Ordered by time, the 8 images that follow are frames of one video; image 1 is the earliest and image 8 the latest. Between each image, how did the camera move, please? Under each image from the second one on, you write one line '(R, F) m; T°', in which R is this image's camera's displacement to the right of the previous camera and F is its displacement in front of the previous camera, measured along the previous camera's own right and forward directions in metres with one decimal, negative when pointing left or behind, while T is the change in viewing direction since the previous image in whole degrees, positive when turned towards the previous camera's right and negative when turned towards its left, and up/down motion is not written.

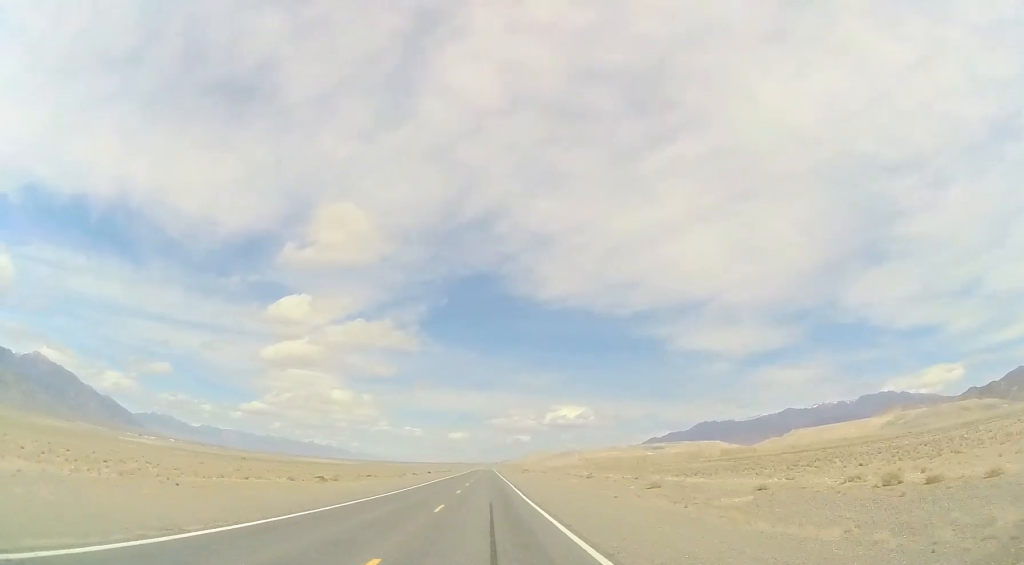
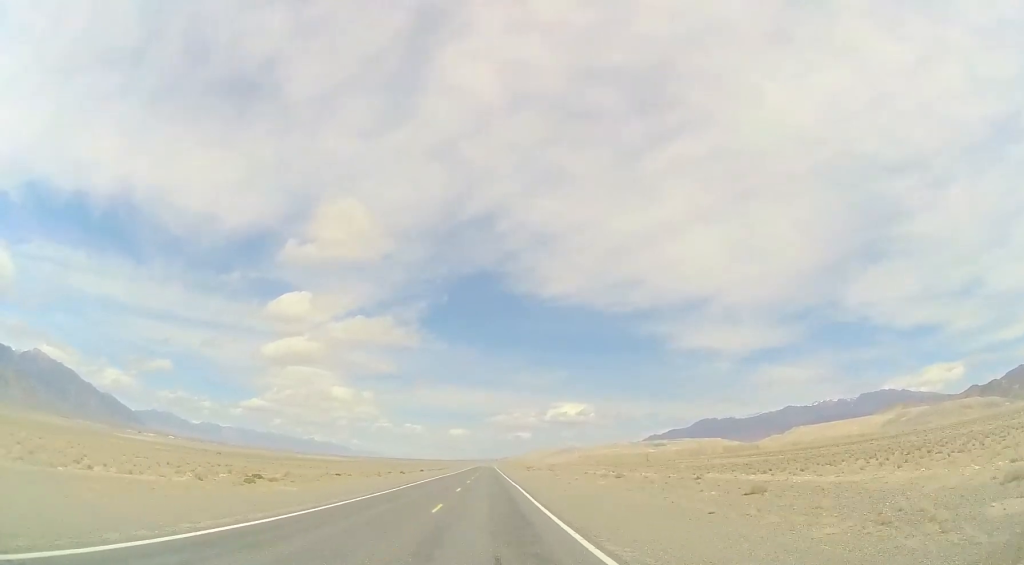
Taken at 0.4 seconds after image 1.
(0.0, +15.0) m; 0°
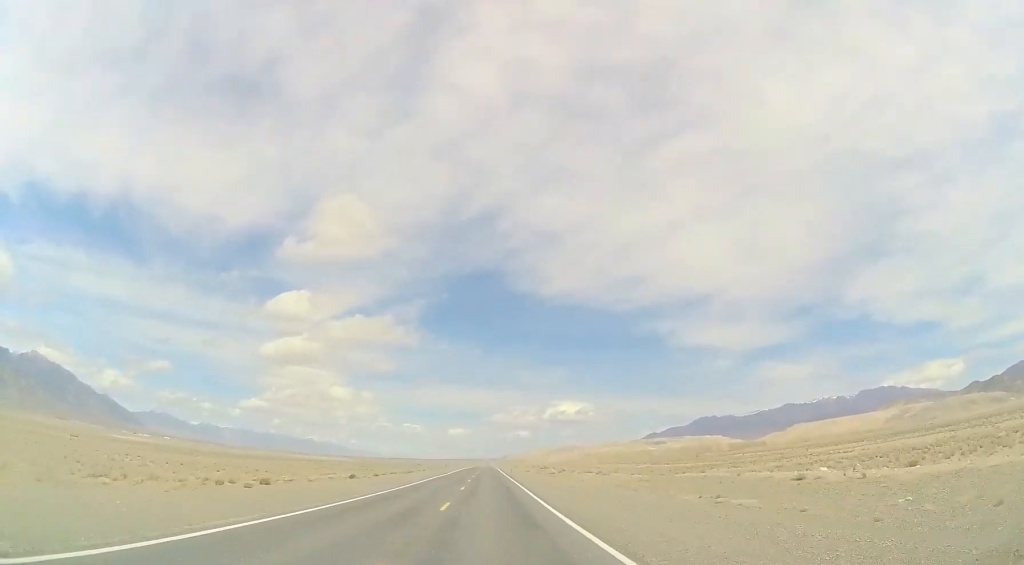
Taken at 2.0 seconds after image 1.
(-0.2, +54.1) m; 0°
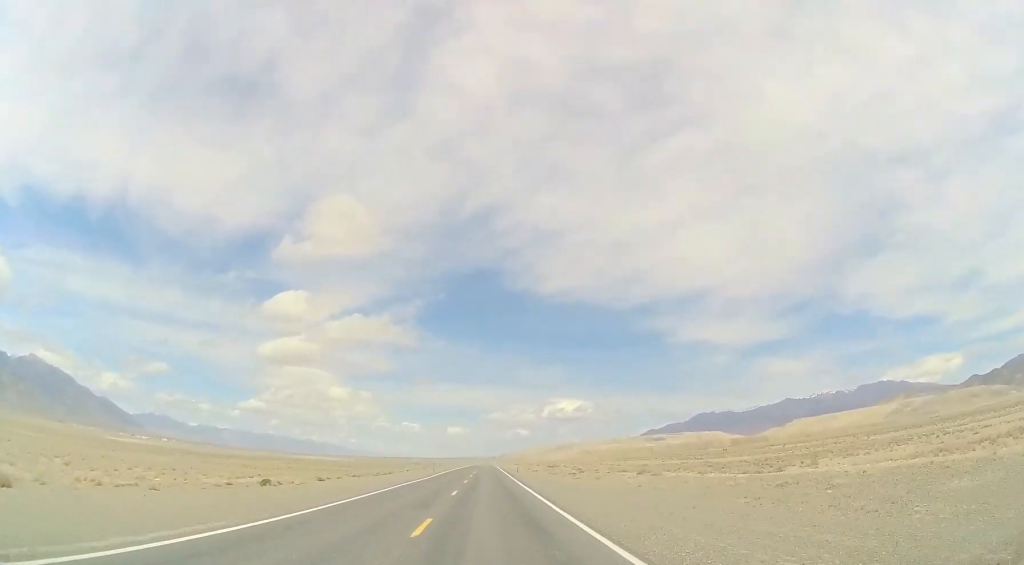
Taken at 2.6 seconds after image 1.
(+0.1, +20.7) m; 0°
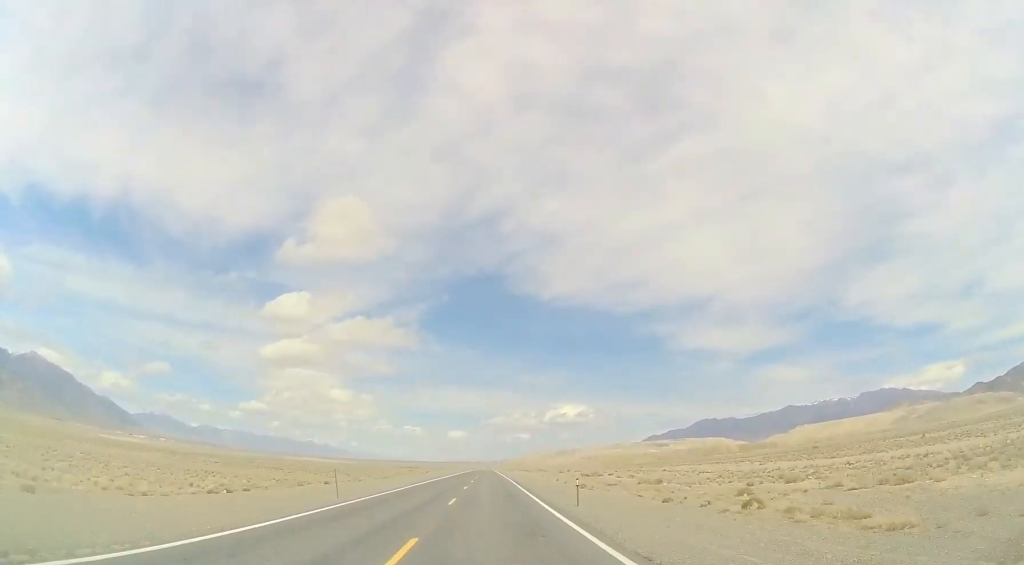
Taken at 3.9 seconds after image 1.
(-0.1, +44.0) m; +1°
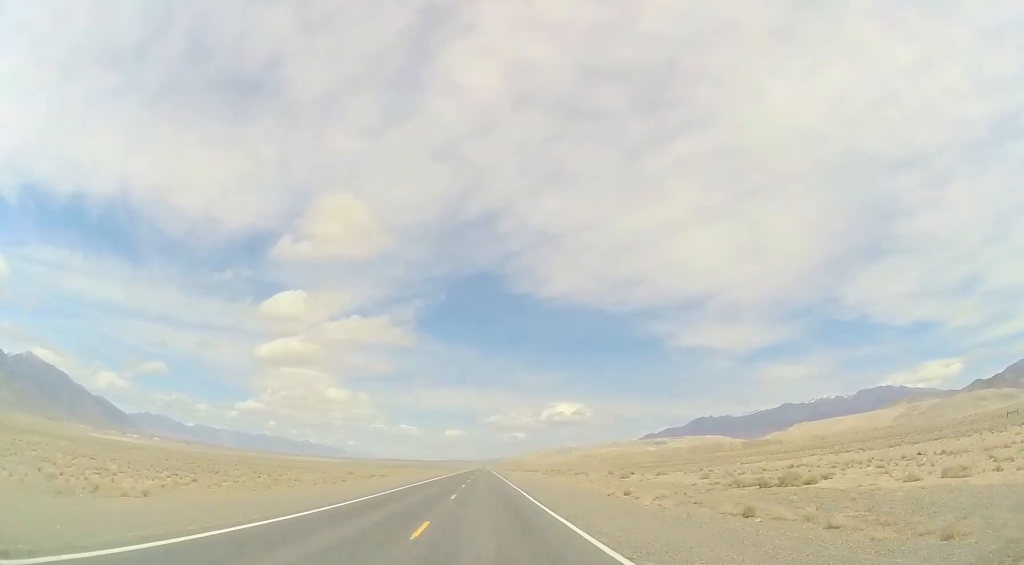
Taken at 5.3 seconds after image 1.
(+0.2, +51.2) m; 0°
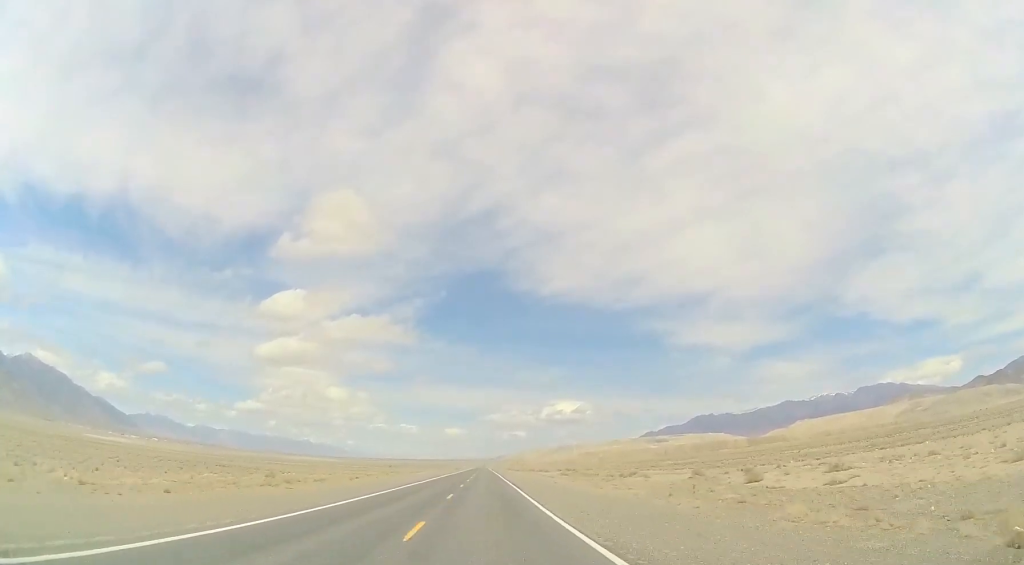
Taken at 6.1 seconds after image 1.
(-0.2, +27.9) m; 0°
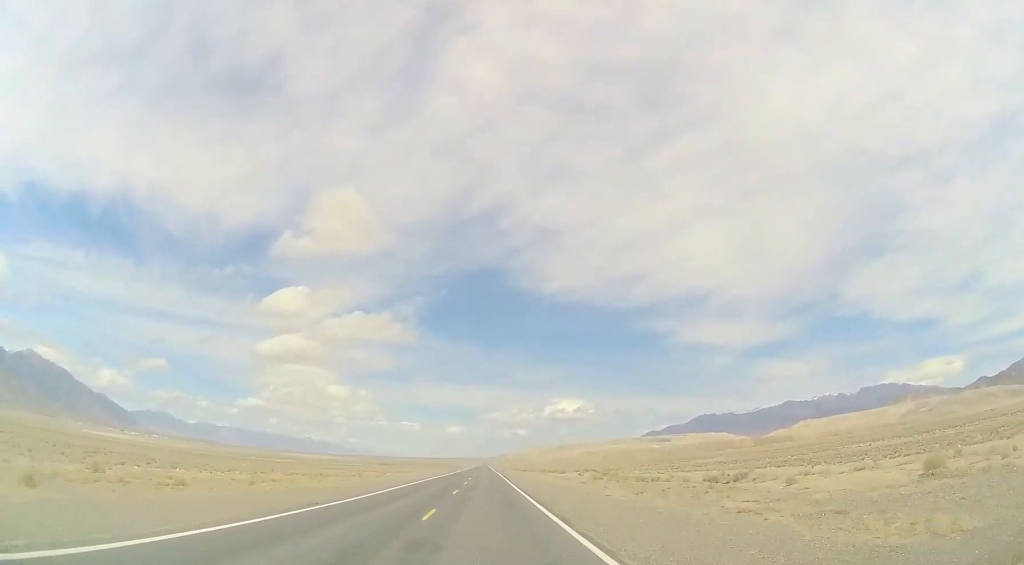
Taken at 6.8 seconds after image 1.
(+0.2, +23.2) m; 0°
